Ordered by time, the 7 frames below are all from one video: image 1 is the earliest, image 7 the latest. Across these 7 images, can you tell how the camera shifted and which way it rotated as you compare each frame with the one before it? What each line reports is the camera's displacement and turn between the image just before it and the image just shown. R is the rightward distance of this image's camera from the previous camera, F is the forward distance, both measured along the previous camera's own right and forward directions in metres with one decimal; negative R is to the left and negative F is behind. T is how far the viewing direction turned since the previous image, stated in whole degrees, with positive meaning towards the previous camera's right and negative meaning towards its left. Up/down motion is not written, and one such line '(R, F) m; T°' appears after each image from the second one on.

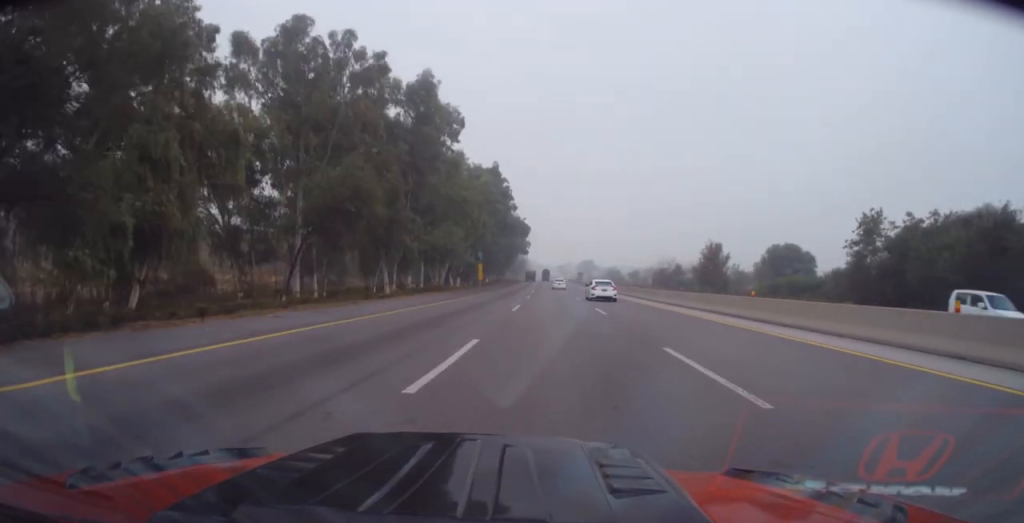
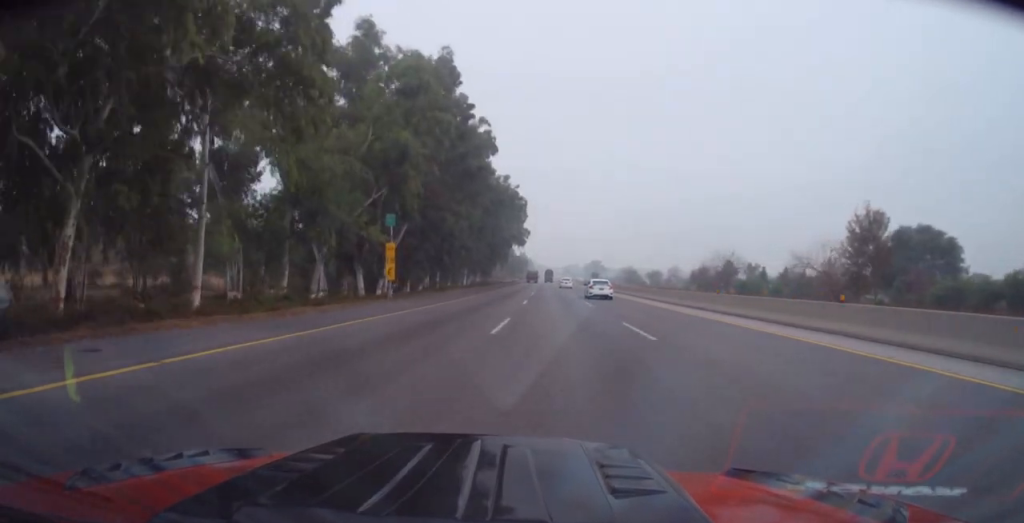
(0.0, +46.8) m; -1°
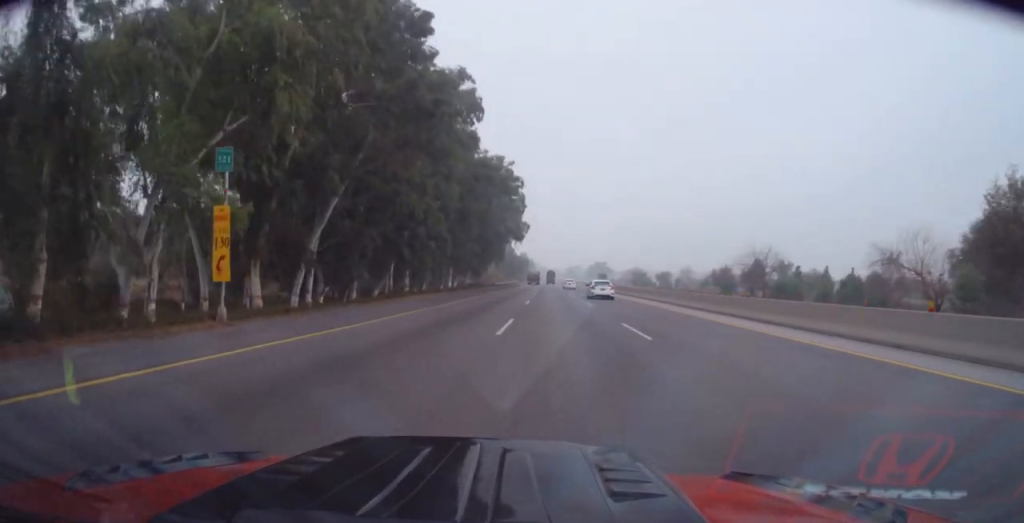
(-0.1, +17.4) m; -1°
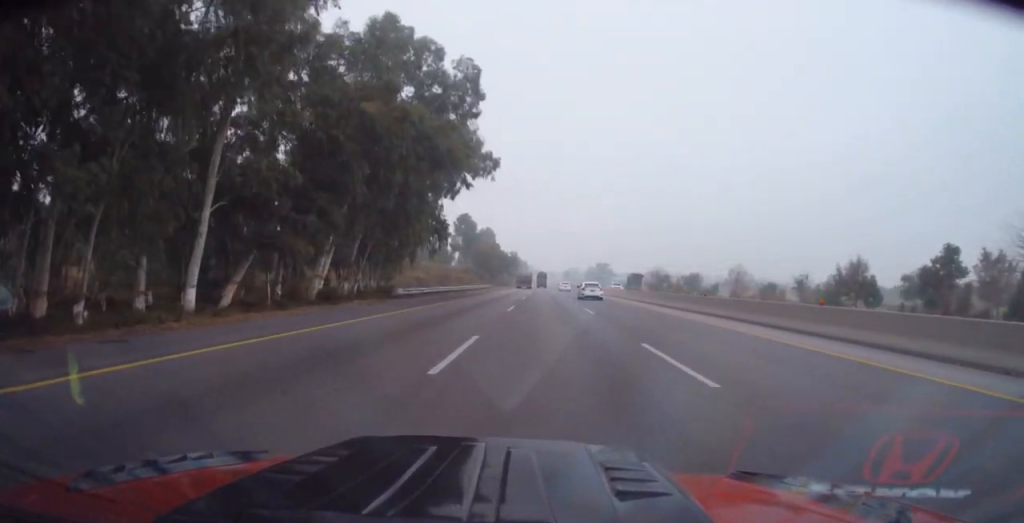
(0.0, +60.4) m; +2°
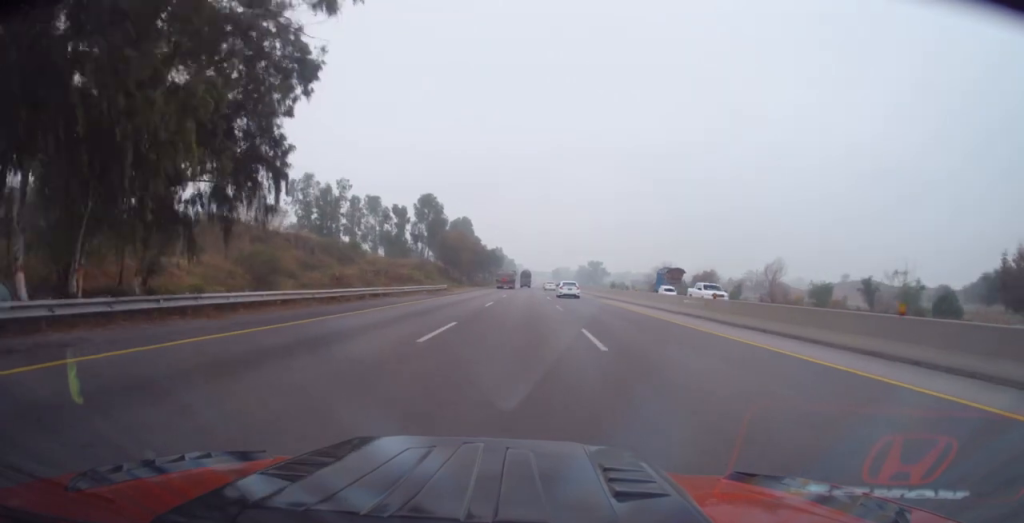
(+0.5, +32.0) m; +1°
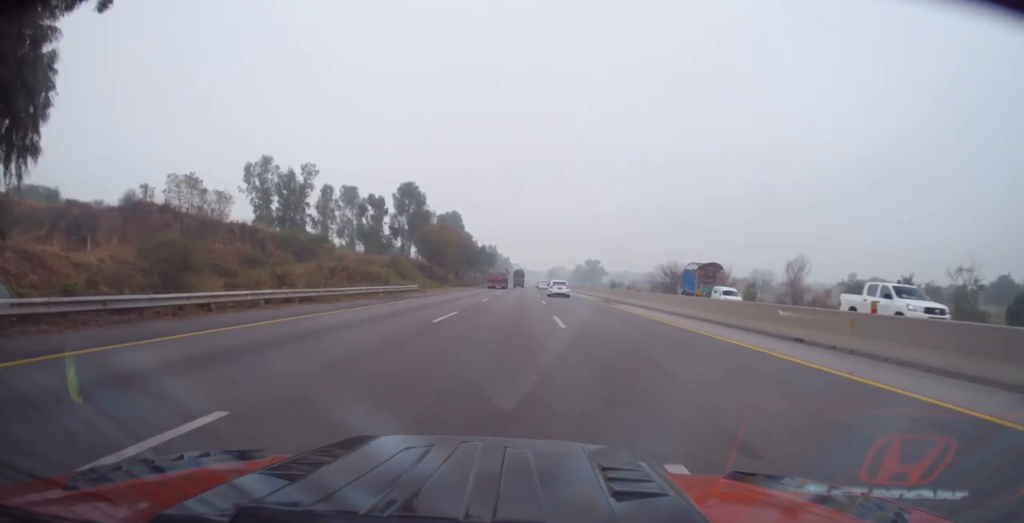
(0.0, +12.8) m; 0°
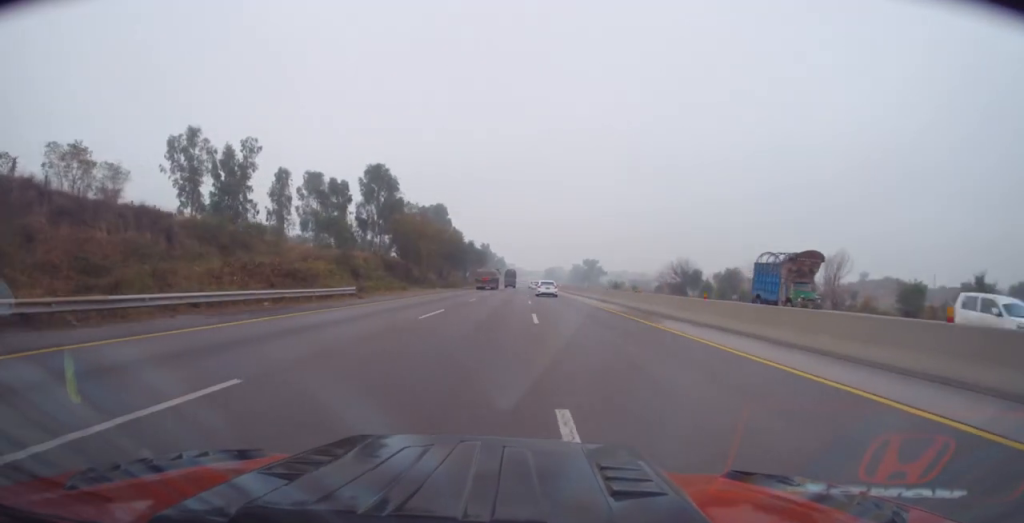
(-0.2, +16.4) m; -1°
